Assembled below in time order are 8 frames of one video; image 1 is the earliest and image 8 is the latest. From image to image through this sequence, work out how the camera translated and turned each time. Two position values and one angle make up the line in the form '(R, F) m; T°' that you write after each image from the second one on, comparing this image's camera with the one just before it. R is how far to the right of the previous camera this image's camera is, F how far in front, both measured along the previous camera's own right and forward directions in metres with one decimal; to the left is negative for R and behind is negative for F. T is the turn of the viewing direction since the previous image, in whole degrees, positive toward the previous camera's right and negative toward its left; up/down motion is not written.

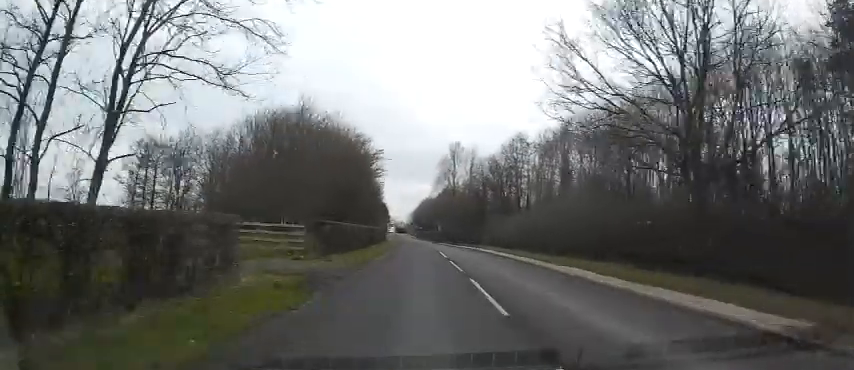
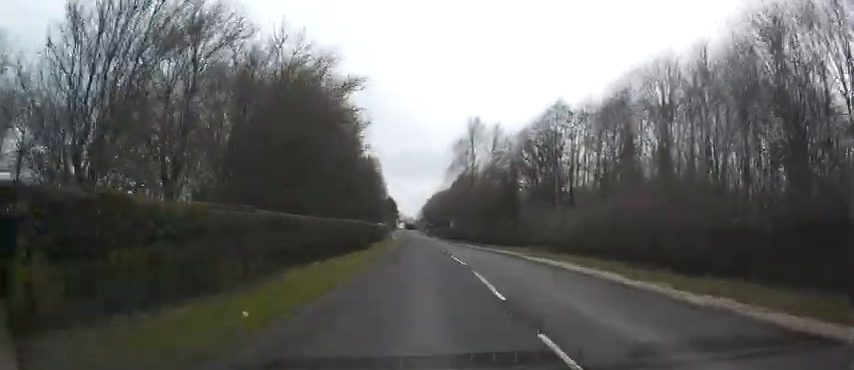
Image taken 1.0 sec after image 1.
(0.0, +16.1) m; -1°
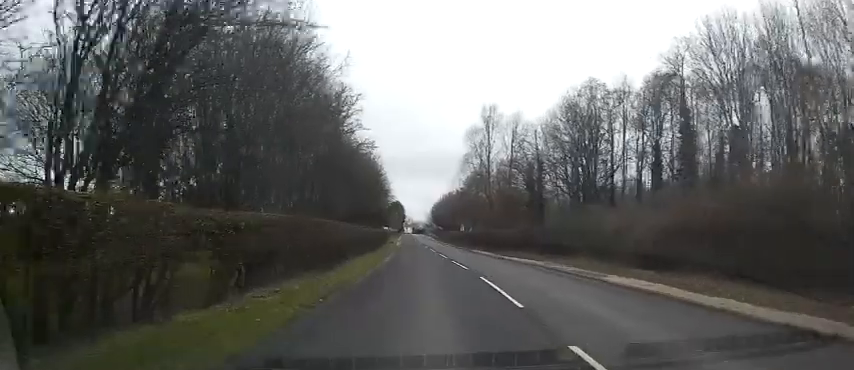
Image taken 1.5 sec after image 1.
(-0.1, +9.9) m; -1°
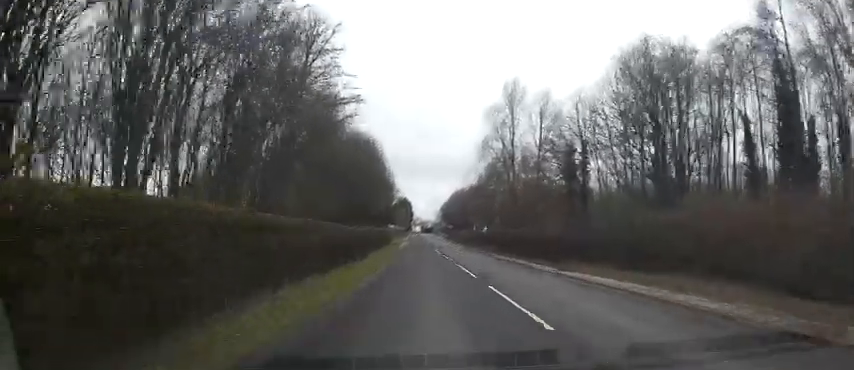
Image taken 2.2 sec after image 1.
(-0.1, +10.8) m; -1°
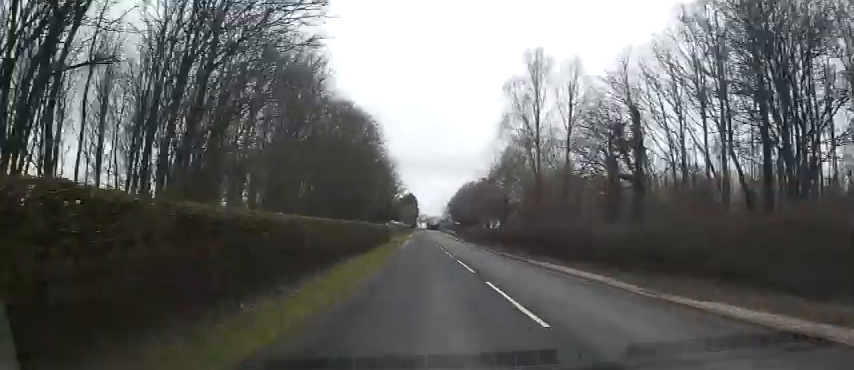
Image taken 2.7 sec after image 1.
(0.0, +8.7) m; -1°
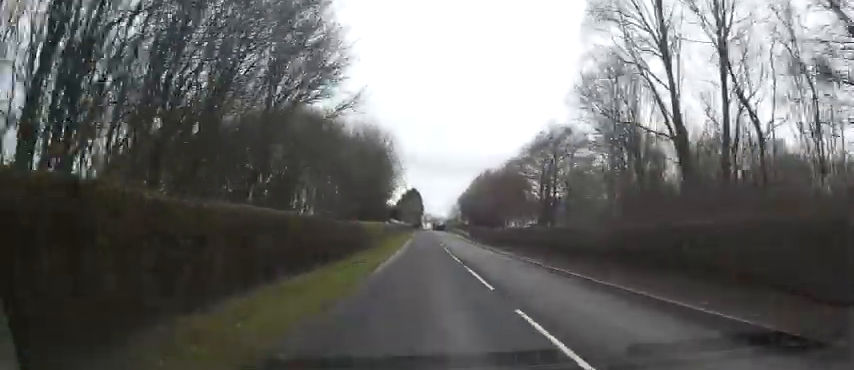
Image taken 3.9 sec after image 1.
(-0.2, +22.0) m; -1°
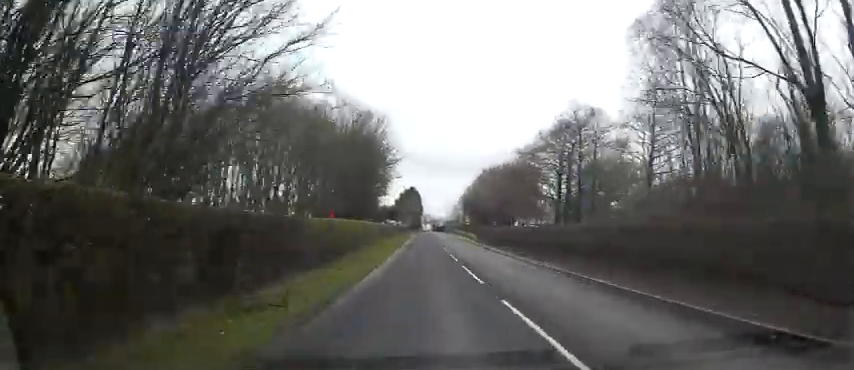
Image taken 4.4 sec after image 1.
(-0.1, +8.1) m; 0°
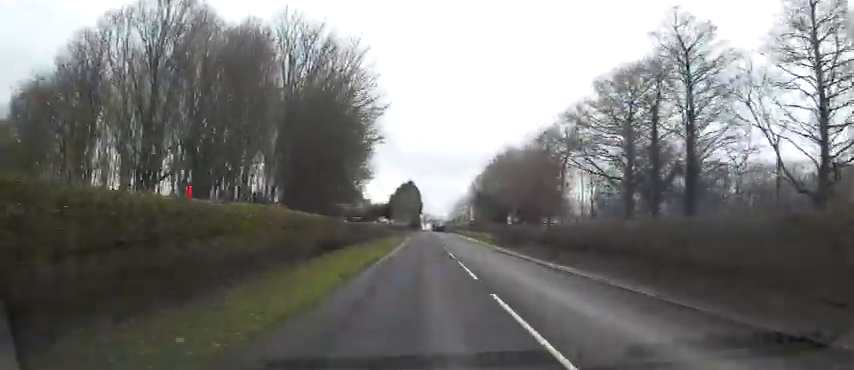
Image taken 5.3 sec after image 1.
(+0.1, +16.5) m; 0°
